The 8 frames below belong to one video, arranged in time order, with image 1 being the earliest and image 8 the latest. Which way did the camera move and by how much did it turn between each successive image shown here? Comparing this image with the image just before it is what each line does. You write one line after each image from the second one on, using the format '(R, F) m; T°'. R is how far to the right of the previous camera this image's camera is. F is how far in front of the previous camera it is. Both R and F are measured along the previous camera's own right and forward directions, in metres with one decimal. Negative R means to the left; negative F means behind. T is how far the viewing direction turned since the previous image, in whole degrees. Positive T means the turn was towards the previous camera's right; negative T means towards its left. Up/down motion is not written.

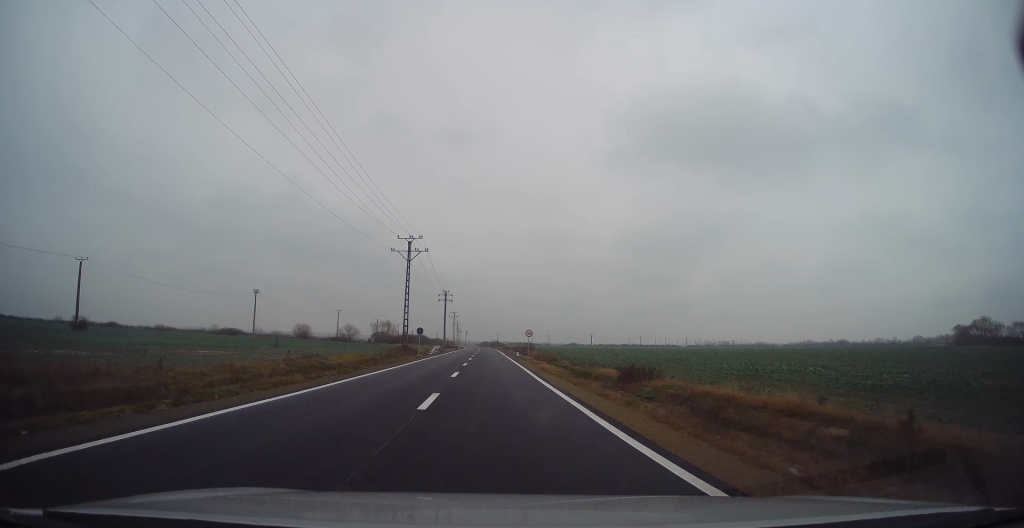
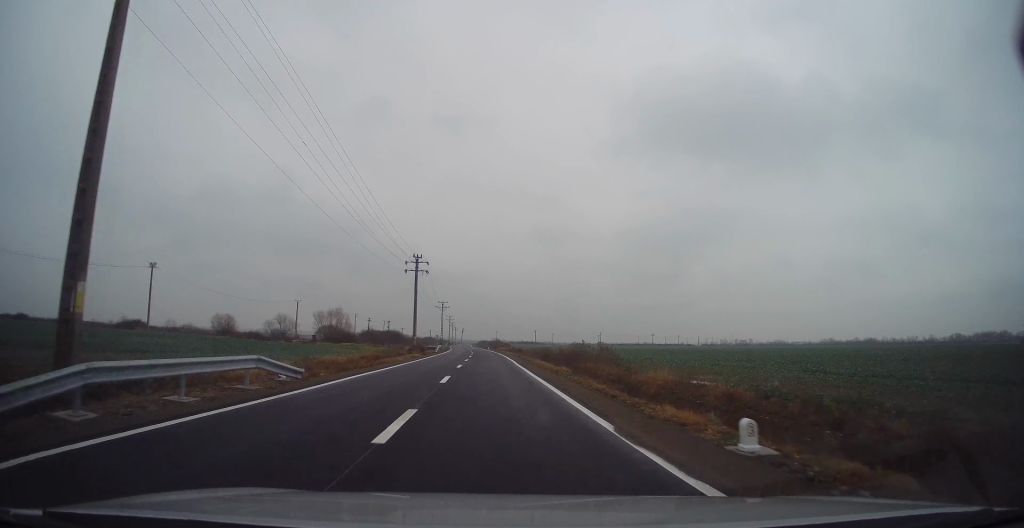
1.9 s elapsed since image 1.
(-0.1, +48.2) m; -1°
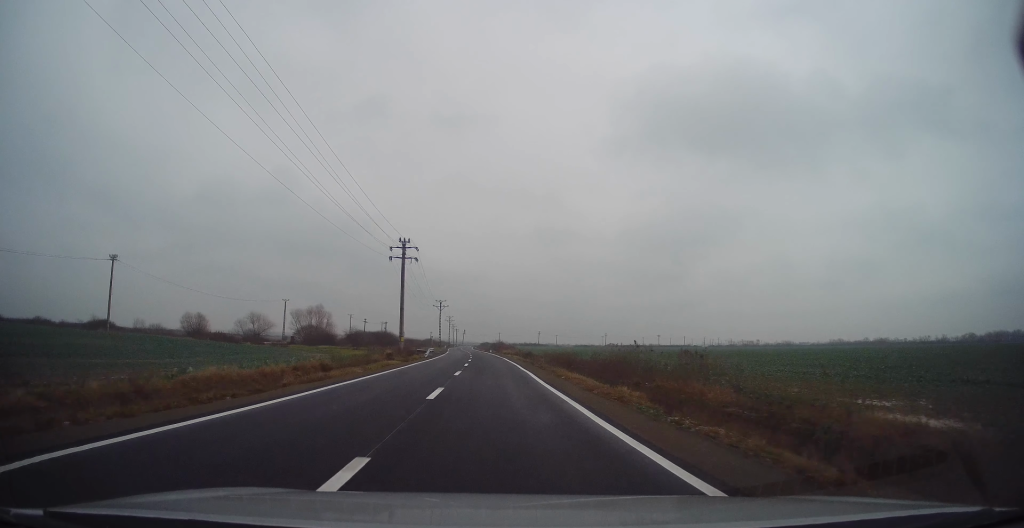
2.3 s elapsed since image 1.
(-0.3, +12.2) m; 0°
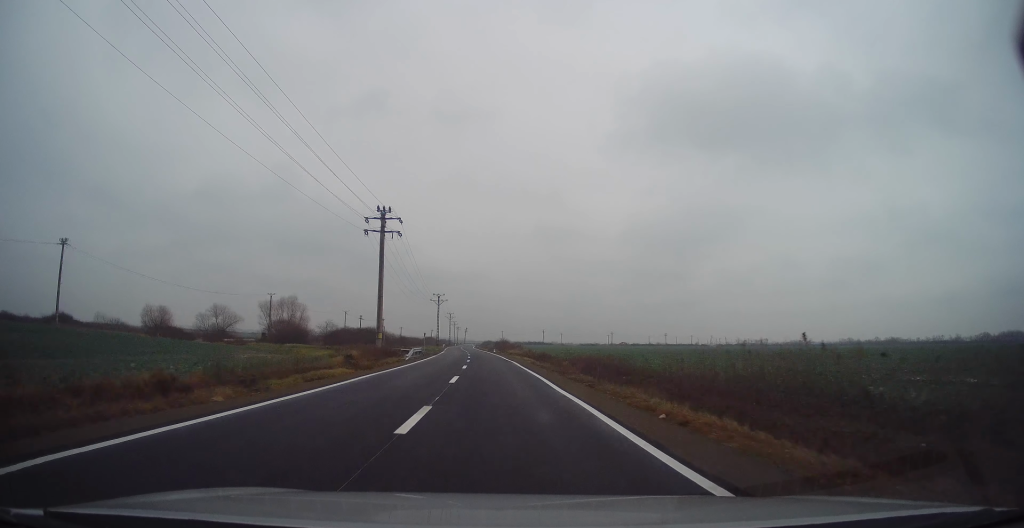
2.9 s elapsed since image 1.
(-0.2, +13.8) m; 0°
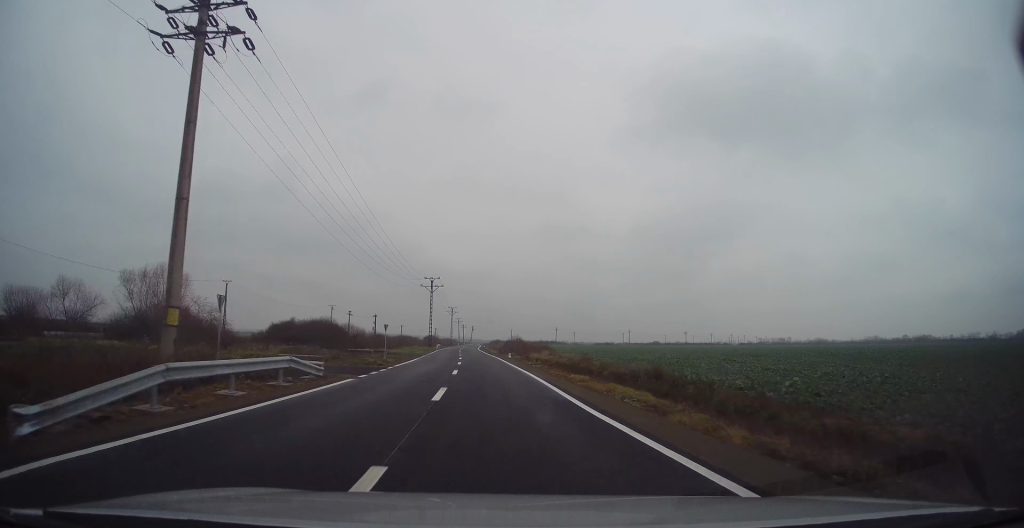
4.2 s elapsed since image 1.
(+0.6, +31.9) m; 0°
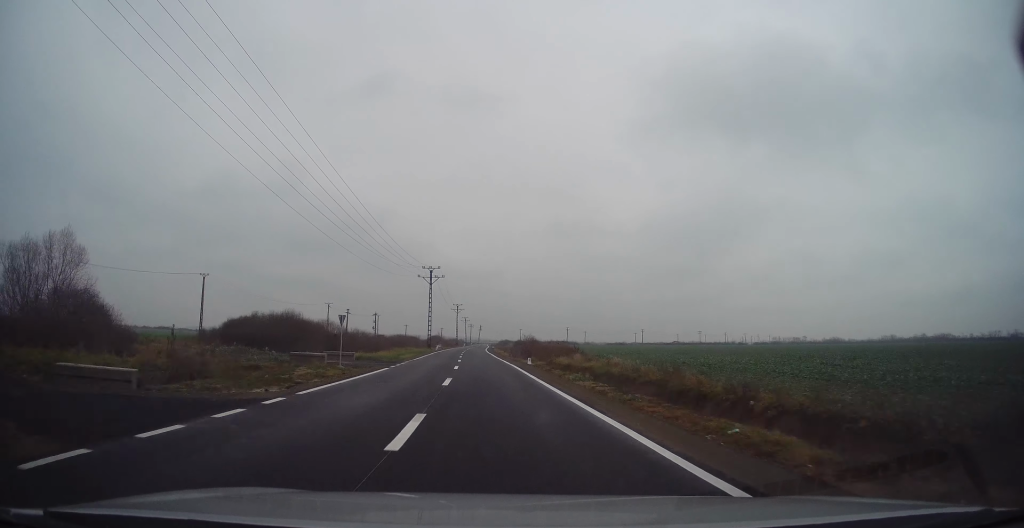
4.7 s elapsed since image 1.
(+0.2, +13.4) m; -1°
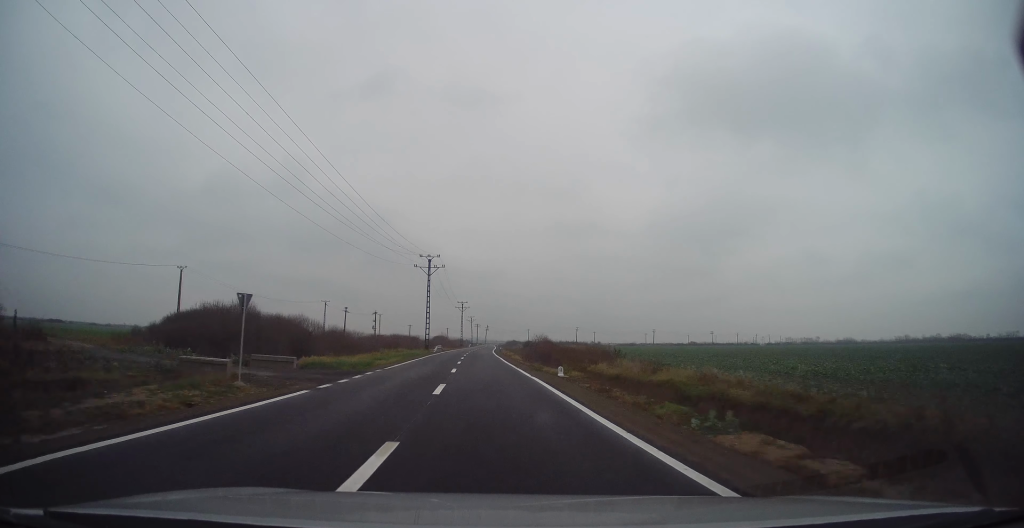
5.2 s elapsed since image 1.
(-0.5, +11.7) m; -1°
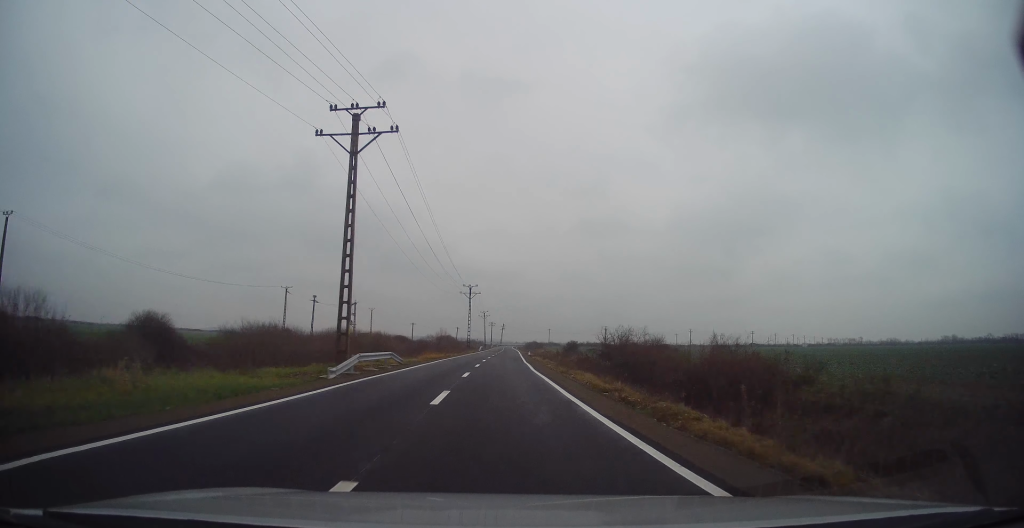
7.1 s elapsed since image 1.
(-0.6, +47.2) m; 0°
